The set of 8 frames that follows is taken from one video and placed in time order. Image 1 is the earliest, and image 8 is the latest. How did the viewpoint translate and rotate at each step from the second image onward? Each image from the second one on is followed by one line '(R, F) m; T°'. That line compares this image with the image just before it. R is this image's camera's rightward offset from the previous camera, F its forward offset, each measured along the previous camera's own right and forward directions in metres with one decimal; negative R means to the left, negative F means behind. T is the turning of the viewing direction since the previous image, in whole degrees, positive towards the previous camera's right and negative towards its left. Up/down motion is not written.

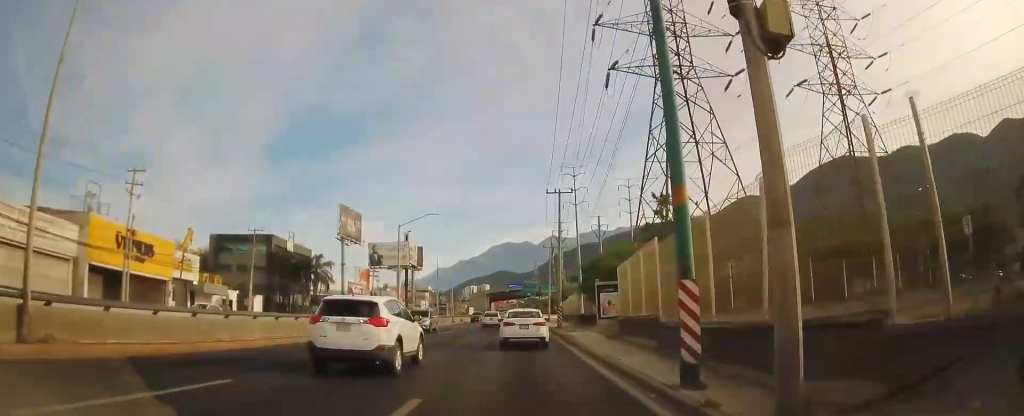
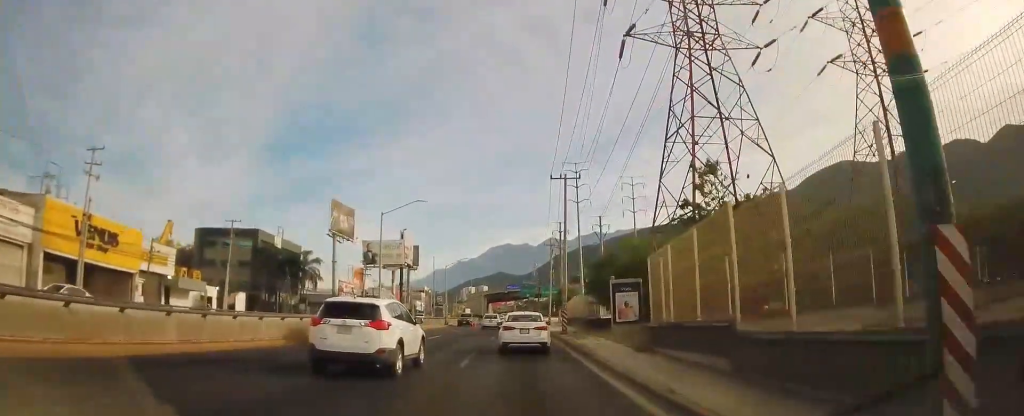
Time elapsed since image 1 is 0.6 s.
(+0.2, +5.4) m; 0°
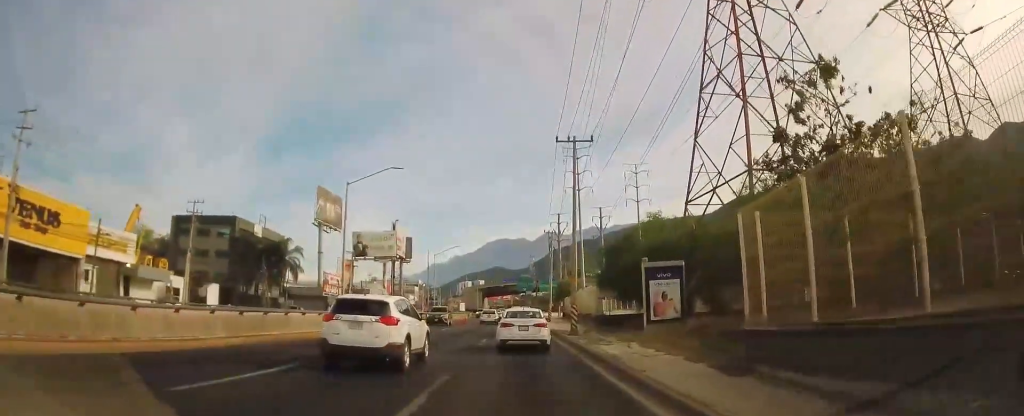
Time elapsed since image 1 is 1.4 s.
(-0.3, +7.2) m; 0°
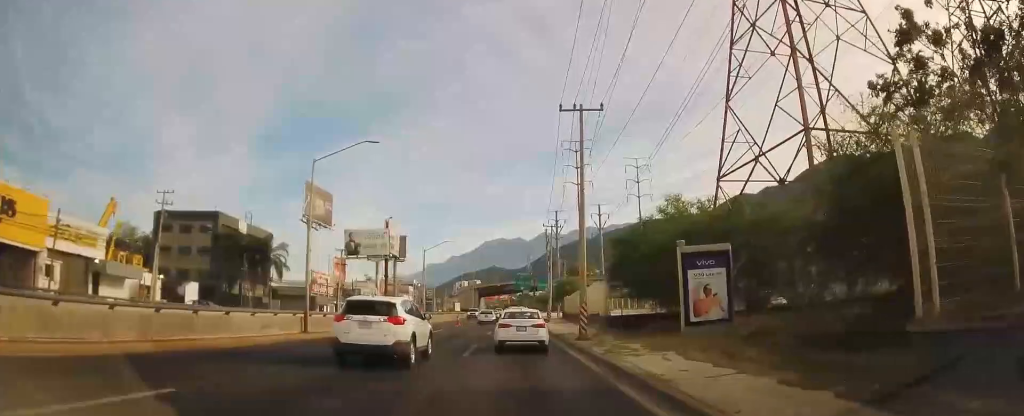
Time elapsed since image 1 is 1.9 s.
(+0.1, +4.7) m; +1°
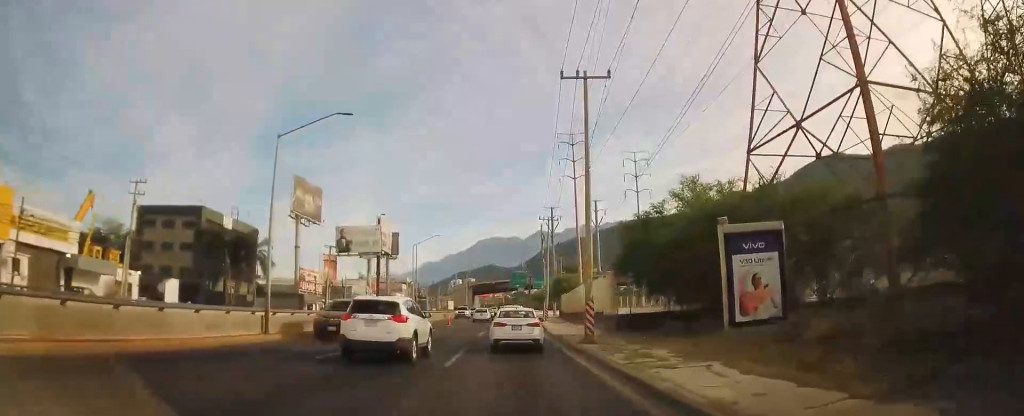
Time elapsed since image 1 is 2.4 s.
(+0.1, +3.5) m; +1°
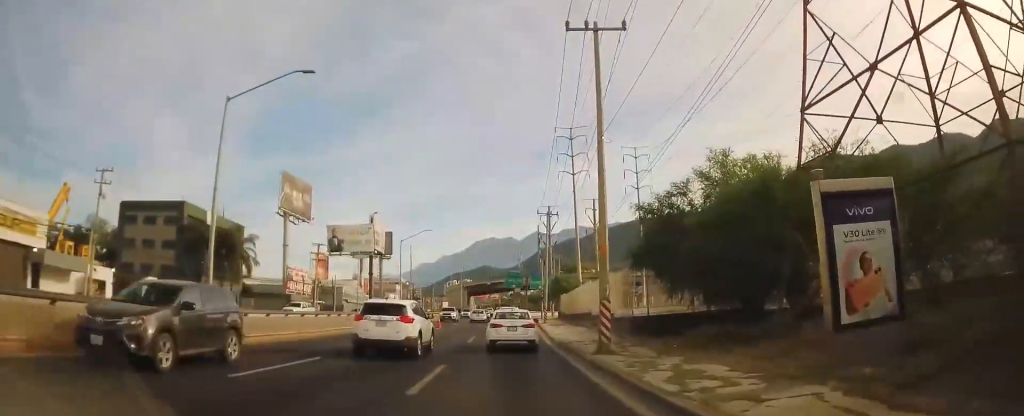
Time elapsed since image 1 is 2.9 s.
(0.0, +4.2) m; 0°
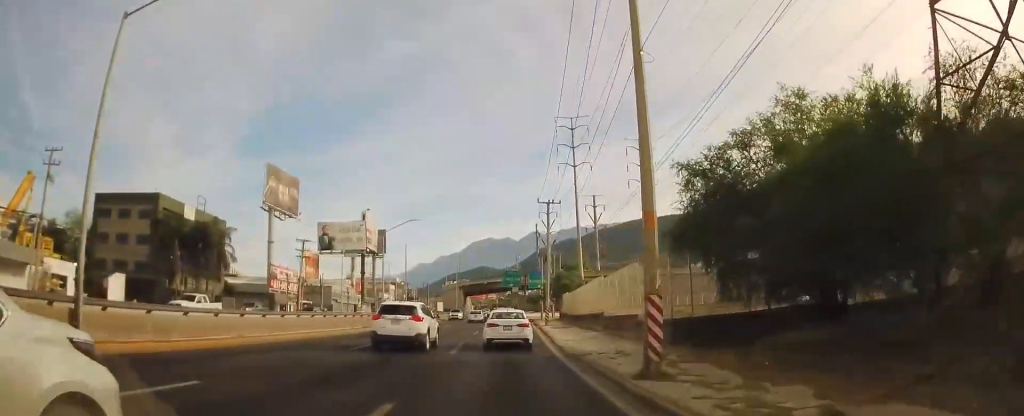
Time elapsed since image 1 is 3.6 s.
(0.0, +6.1) m; -3°
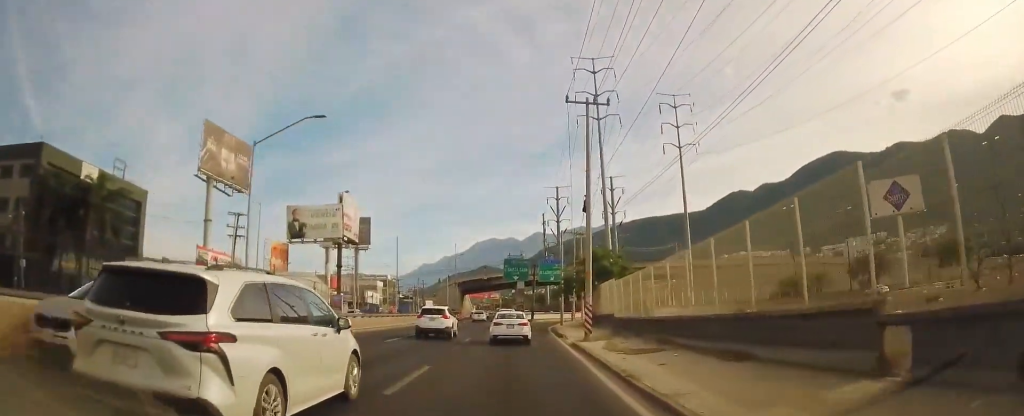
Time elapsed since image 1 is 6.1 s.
(+0.2, +24.8) m; +1°
